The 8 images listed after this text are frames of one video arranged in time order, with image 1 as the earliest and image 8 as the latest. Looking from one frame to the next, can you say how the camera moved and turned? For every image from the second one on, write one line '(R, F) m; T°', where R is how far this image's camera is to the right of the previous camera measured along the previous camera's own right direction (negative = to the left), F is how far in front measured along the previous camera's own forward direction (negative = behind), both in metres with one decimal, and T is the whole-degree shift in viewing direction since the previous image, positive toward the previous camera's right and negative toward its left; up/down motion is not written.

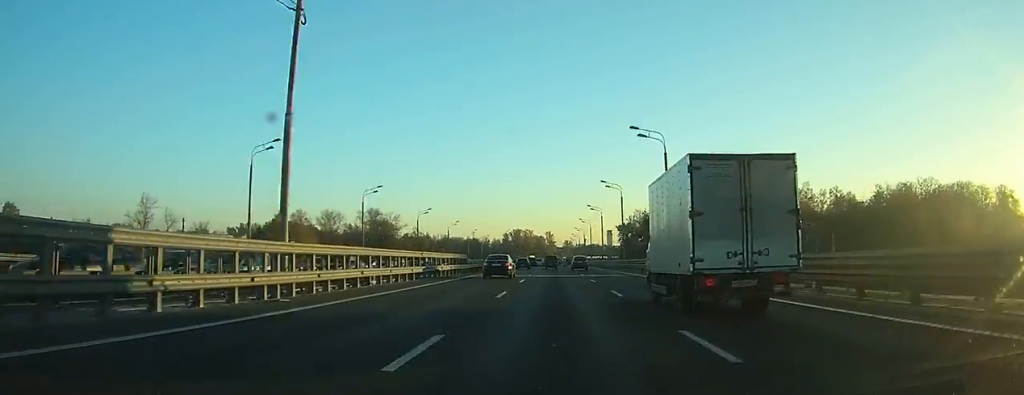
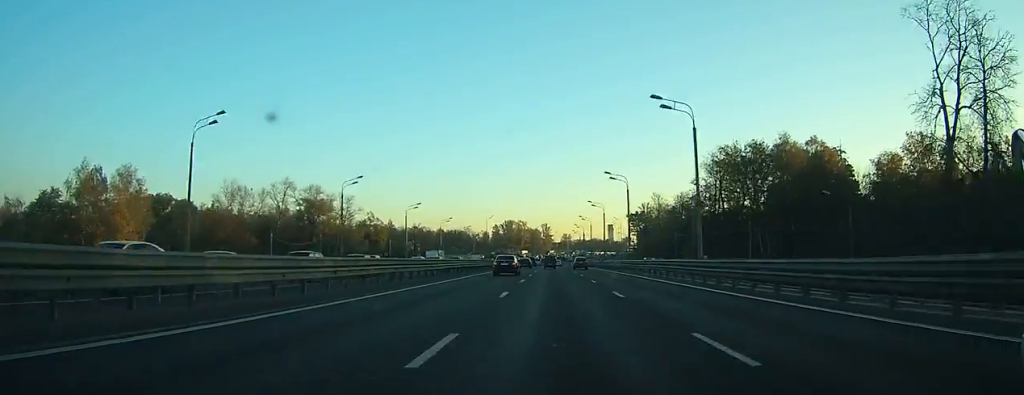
(+0.5, +68.1) m; +1°
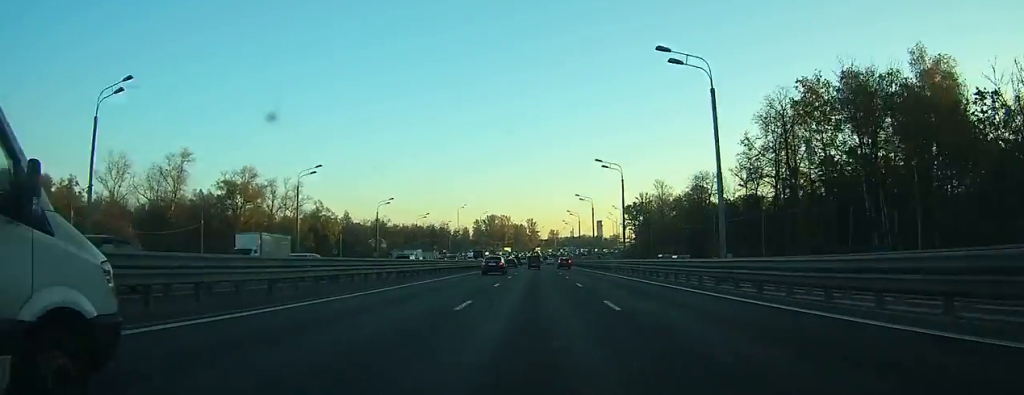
(+0.3, +42.1) m; +1°
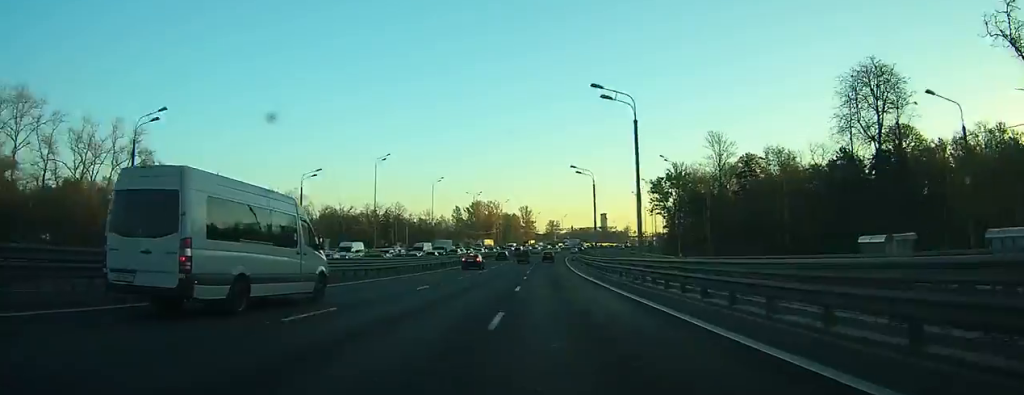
(+0.4, +93.5) m; 0°
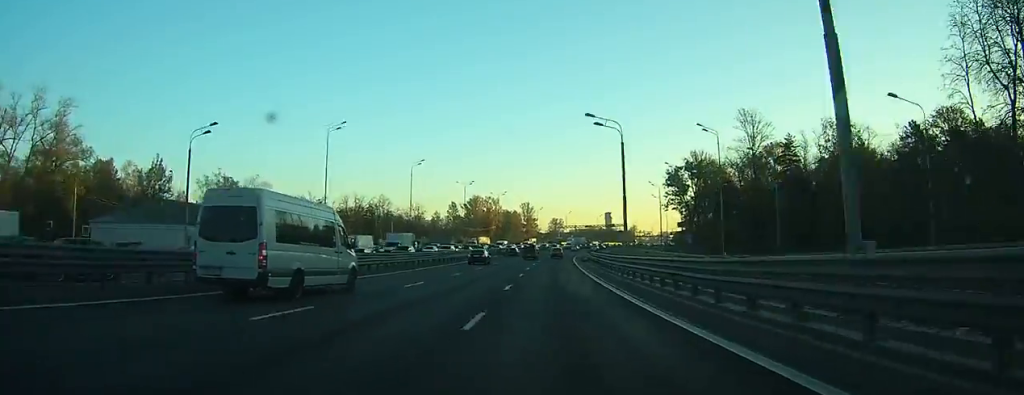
(0.0, +25.0) m; 0°
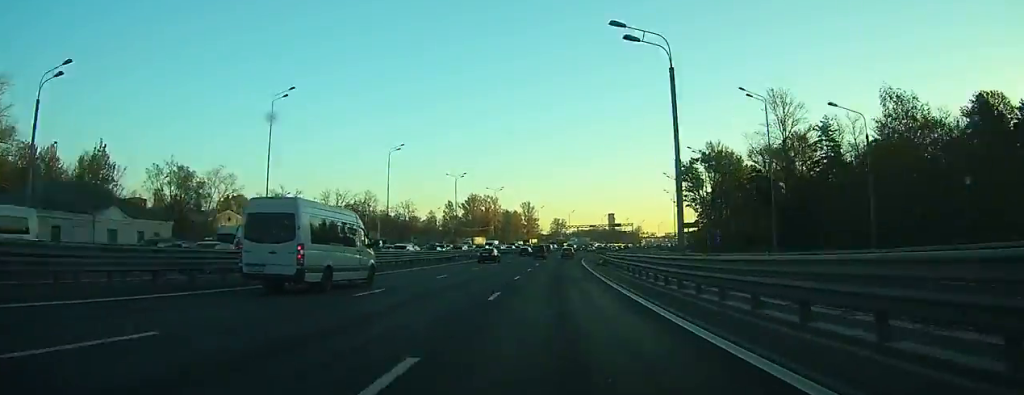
(0.0, +16.9) m; +1°
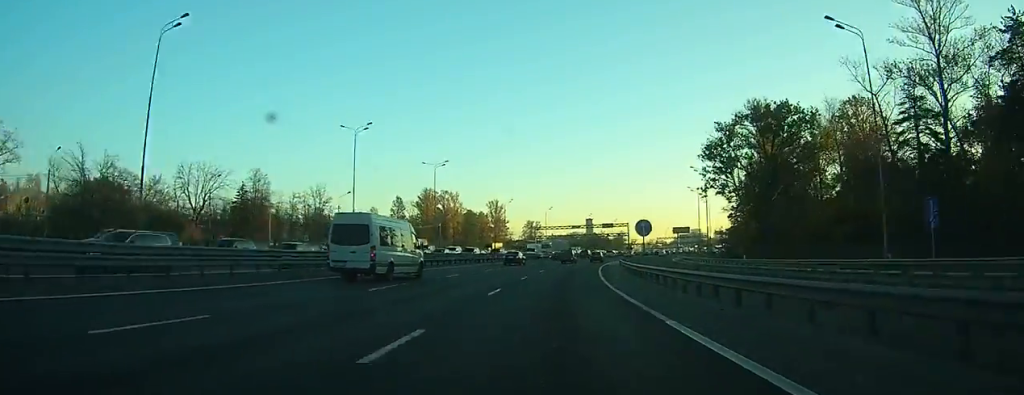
(+0.9, +55.1) m; +2°
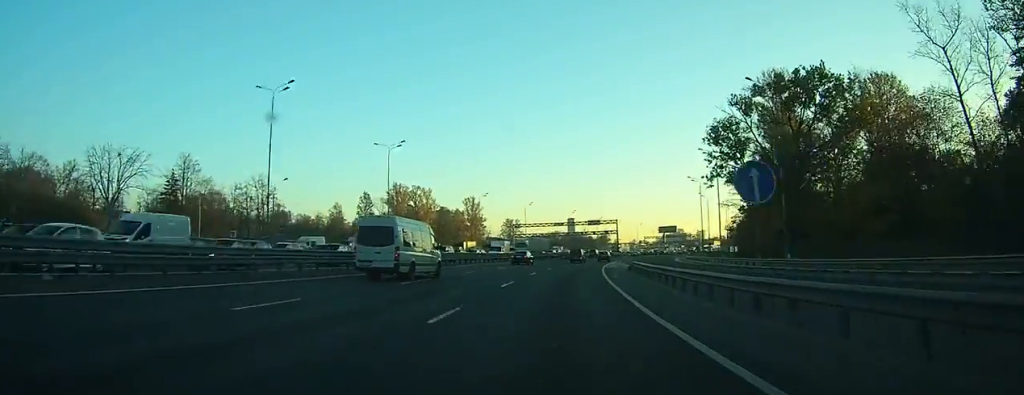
(+0.2, +20.2) m; +1°
